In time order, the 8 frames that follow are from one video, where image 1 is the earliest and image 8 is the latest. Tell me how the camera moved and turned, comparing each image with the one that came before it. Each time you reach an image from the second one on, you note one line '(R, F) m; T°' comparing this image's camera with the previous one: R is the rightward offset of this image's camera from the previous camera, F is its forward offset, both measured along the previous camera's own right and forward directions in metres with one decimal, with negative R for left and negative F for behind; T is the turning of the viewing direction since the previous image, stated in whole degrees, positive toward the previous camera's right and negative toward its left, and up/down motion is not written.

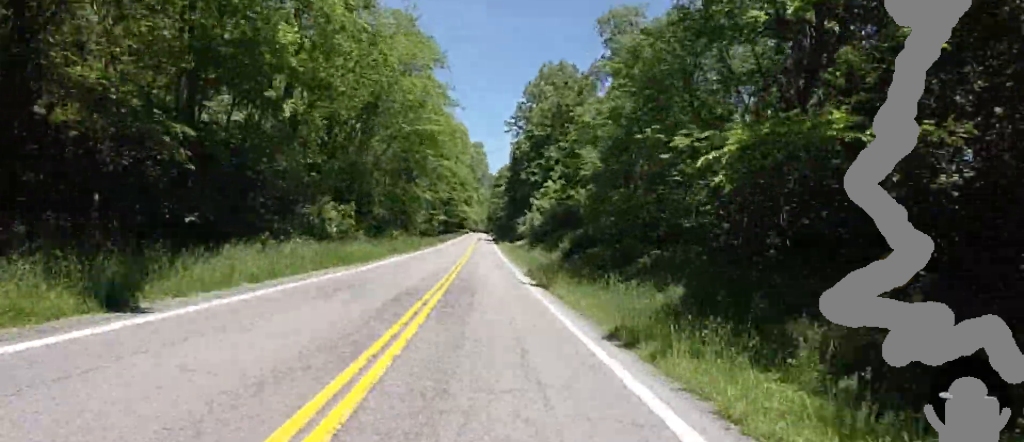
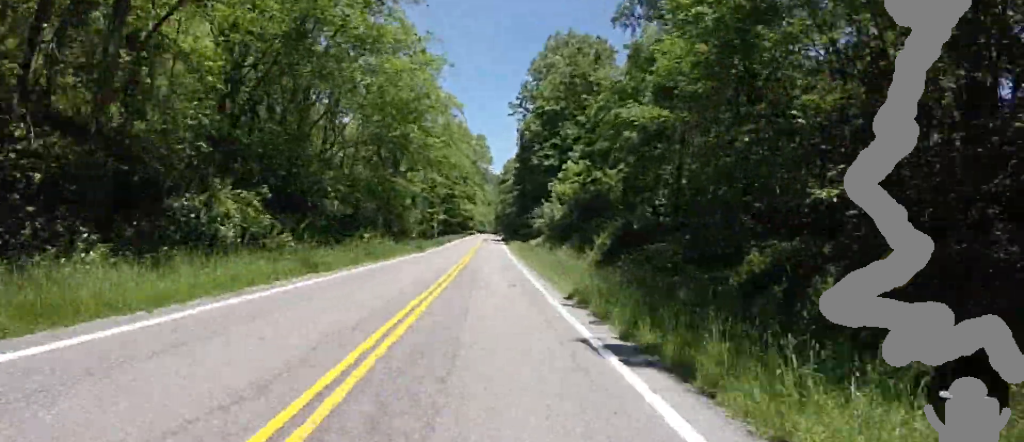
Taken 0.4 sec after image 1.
(+0.1, +11.4) m; 0°
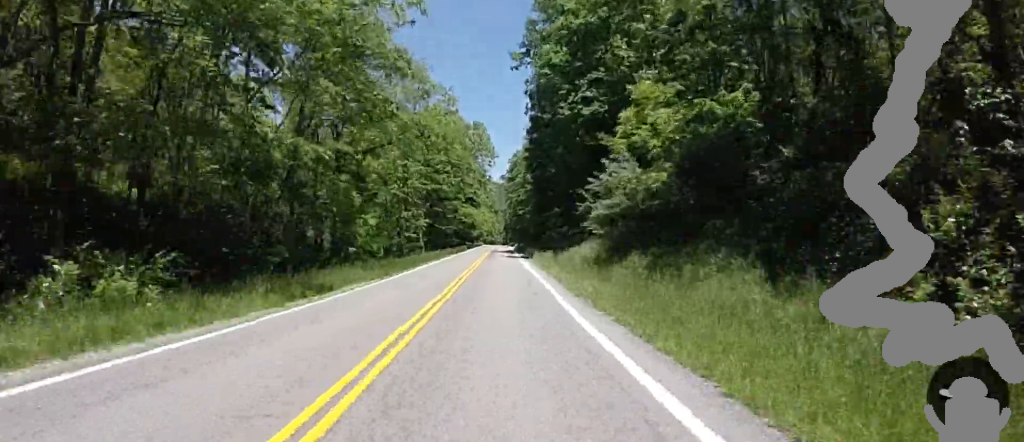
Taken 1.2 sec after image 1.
(-0.2, +21.8) m; +1°
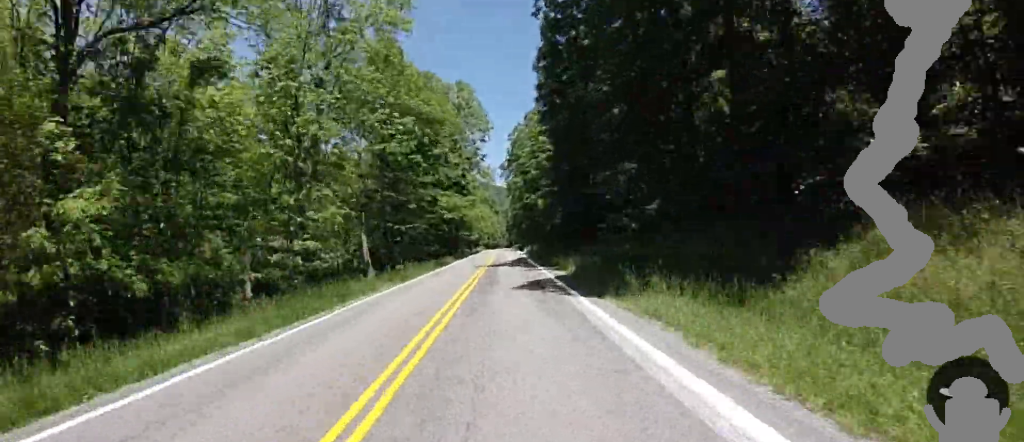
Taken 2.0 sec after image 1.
(+0.4, +22.5) m; +2°
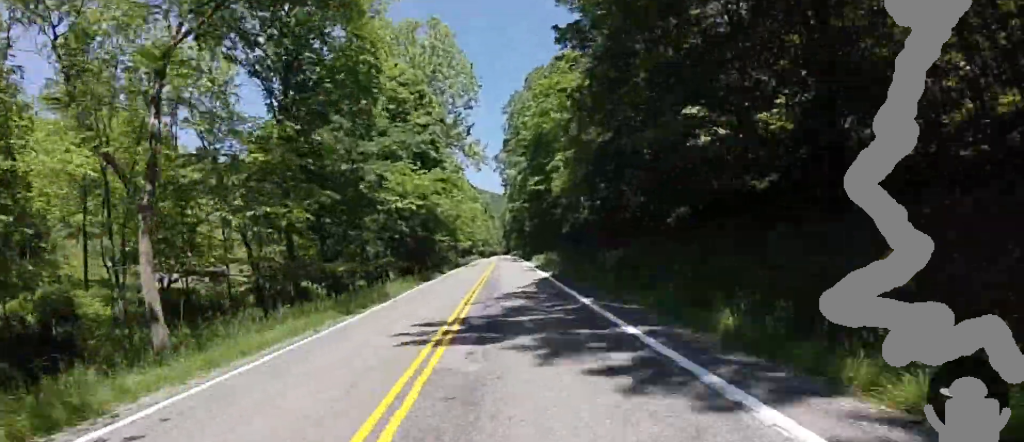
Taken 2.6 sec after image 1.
(+1.1, +18.7) m; +1°
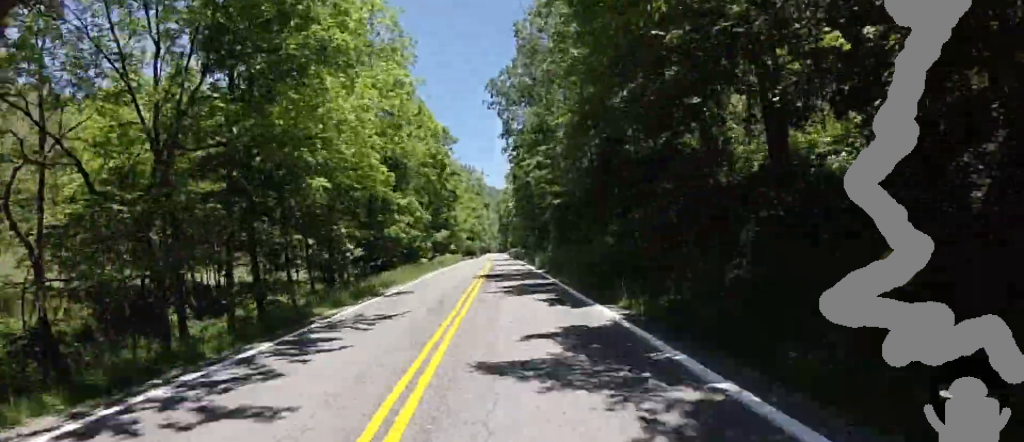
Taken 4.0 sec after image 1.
(-1.4, +38.5) m; -1°
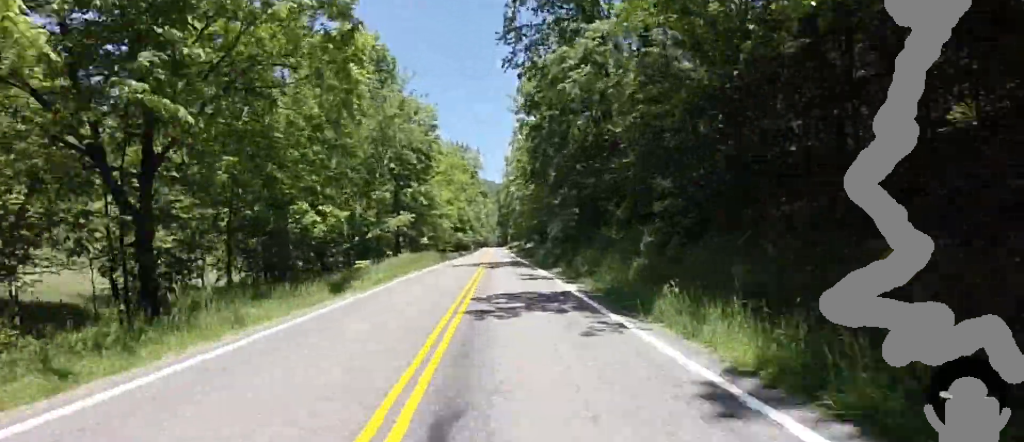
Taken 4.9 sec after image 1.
(+0.2, +25.4) m; +1°
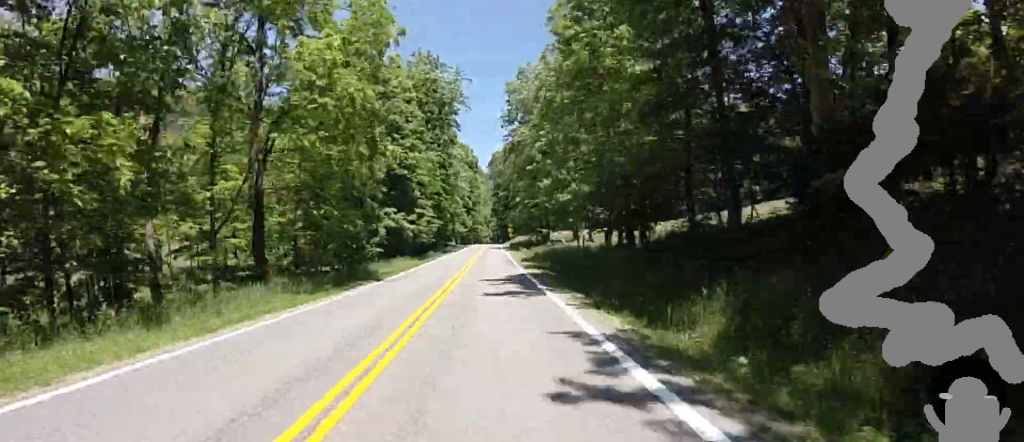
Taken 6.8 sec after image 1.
(-0.3, +52.7) m; -1°
